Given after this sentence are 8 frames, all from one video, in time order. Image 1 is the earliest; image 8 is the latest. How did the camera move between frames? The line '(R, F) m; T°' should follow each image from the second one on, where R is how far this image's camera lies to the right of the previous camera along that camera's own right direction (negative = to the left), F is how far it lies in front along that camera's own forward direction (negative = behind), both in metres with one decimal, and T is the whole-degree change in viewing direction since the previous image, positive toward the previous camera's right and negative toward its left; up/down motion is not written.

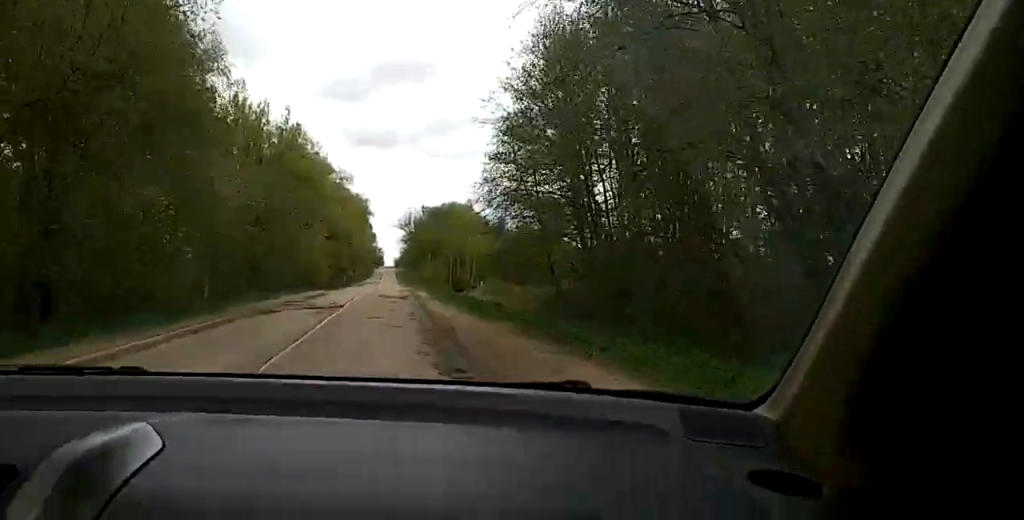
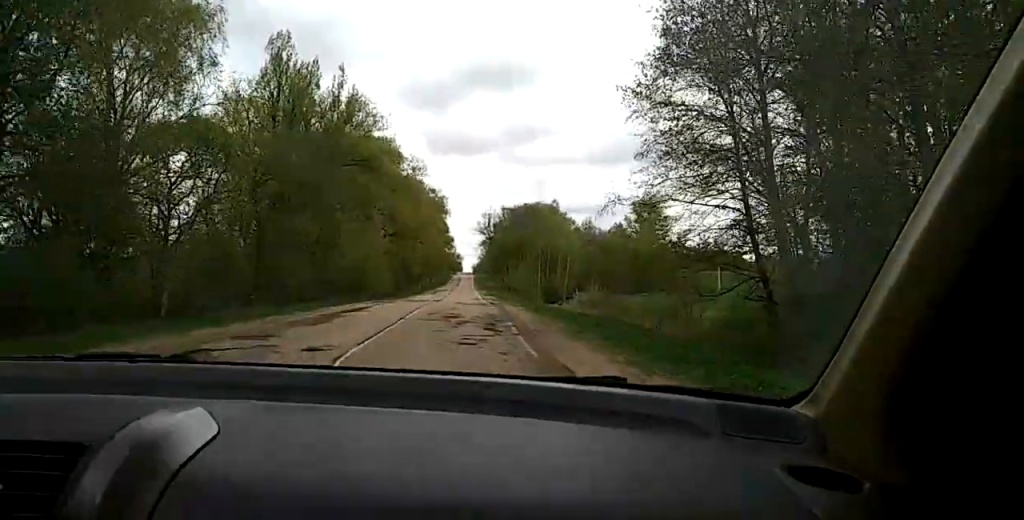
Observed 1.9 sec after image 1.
(0.0, +21.8) m; 0°
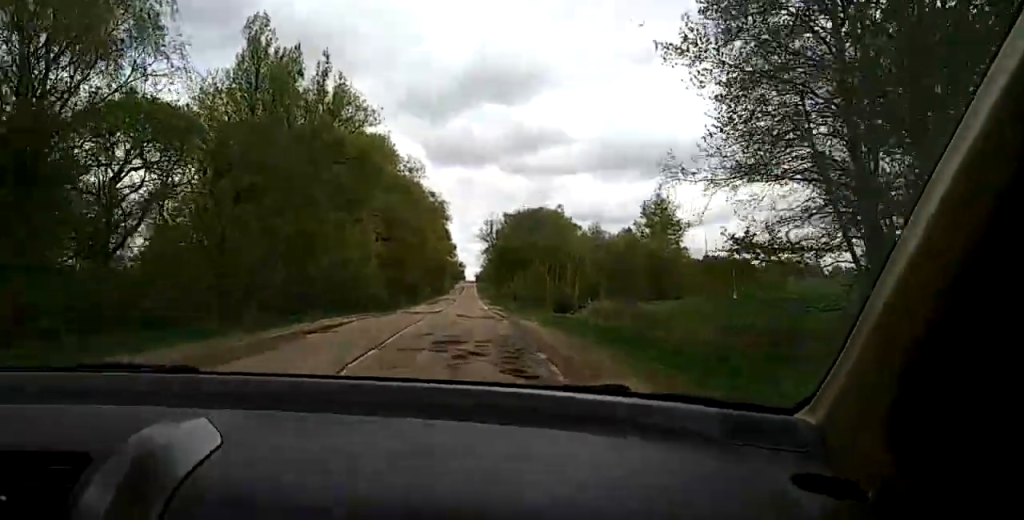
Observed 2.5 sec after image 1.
(0.0, +8.4) m; 0°
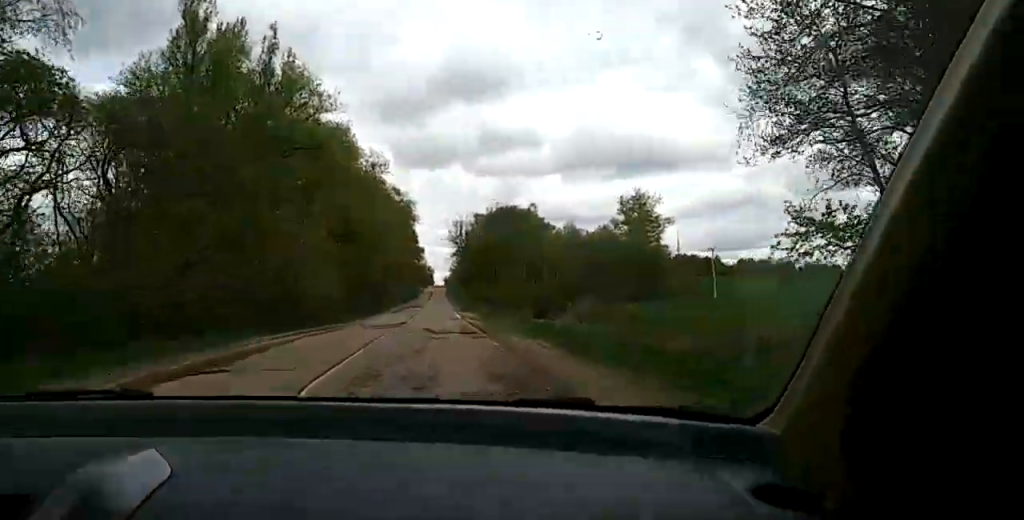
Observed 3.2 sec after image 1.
(0.0, +8.8) m; 0°
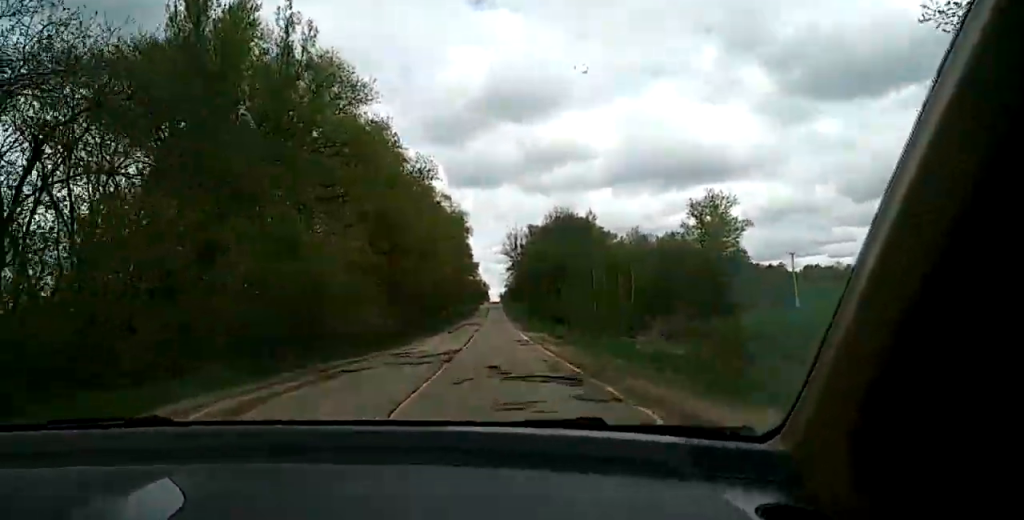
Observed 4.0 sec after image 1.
(-0.1, +13.5) m; -1°
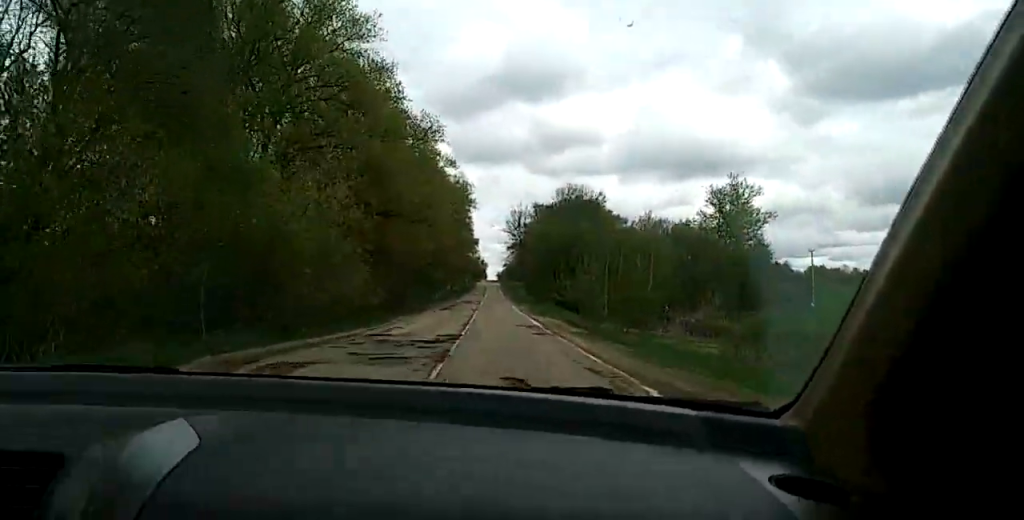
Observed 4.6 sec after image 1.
(-0.1, +9.0) m; -1°
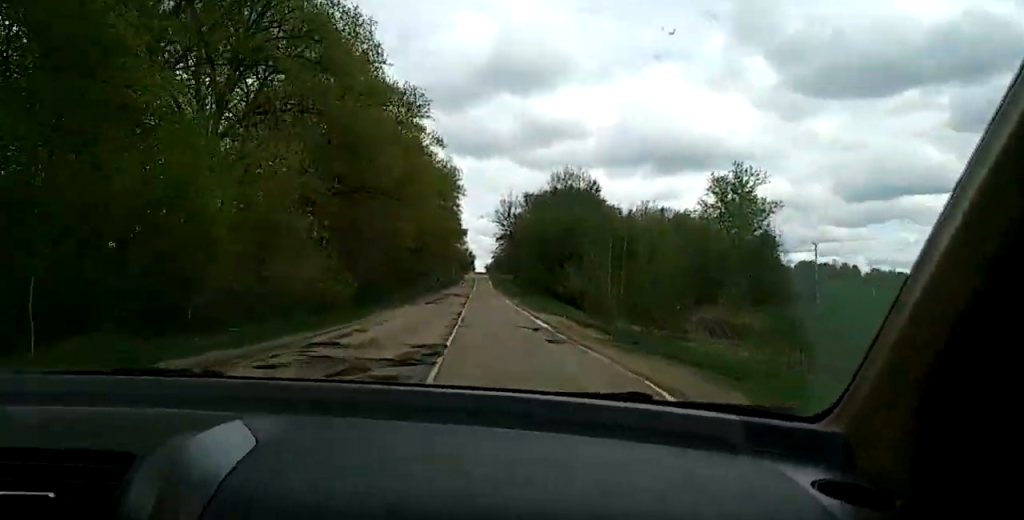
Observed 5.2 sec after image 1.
(-0.1, +9.8) m; -1°
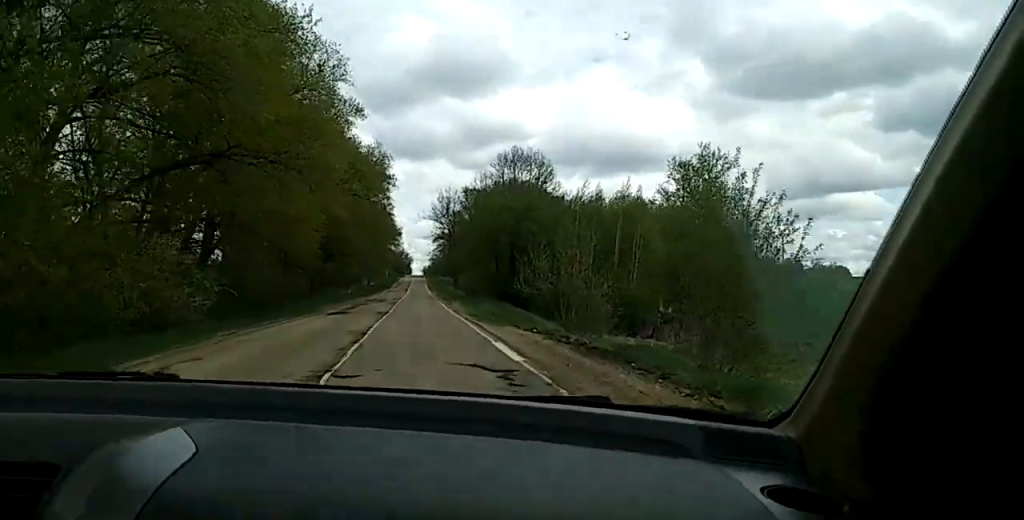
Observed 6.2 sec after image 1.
(-0.1, +14.5) m; 0°
